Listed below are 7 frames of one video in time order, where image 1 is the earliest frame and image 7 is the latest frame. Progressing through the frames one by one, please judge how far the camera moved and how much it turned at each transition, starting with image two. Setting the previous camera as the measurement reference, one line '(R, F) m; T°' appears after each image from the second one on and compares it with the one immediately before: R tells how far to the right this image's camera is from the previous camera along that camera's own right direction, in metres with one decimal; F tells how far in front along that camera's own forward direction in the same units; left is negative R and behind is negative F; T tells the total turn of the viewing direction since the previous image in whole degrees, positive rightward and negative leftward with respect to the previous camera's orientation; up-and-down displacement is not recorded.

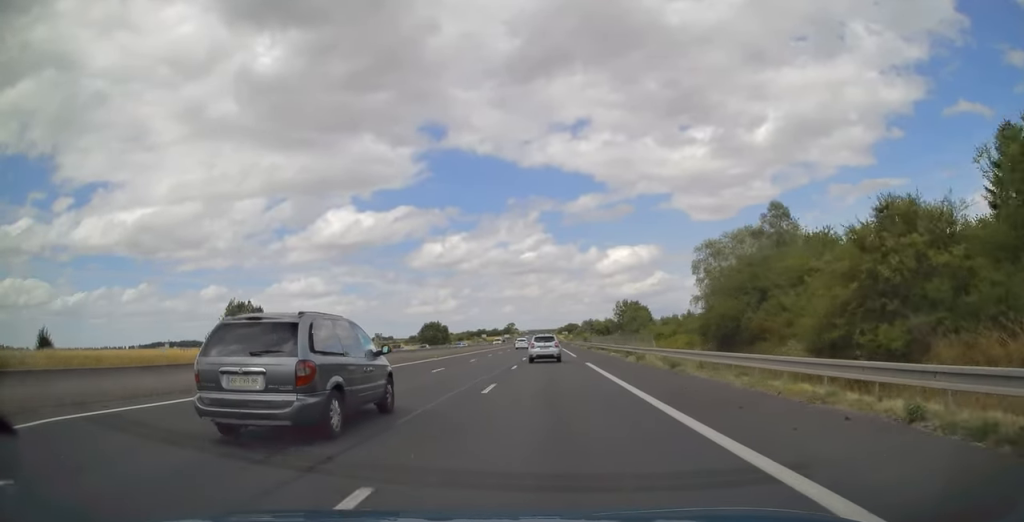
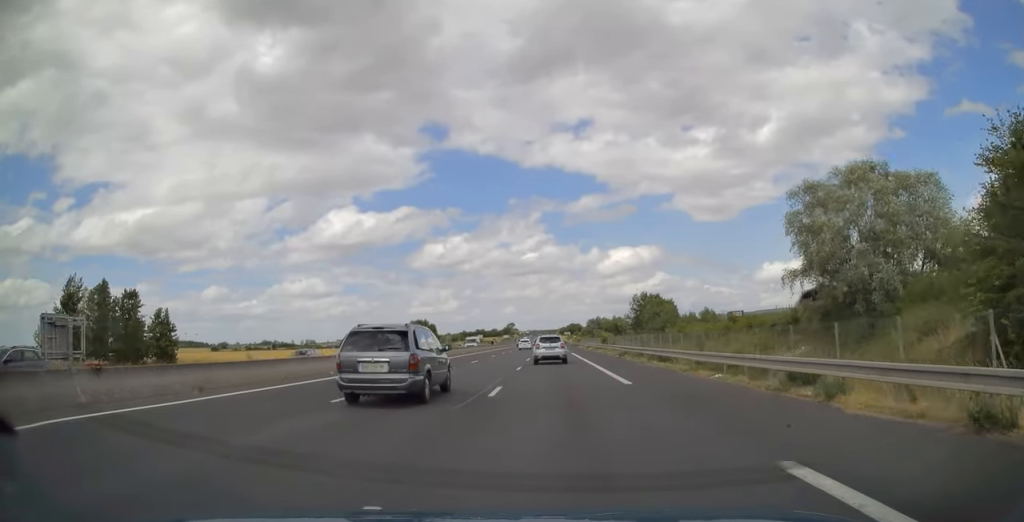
(-0.1, +26.6) m; 0°
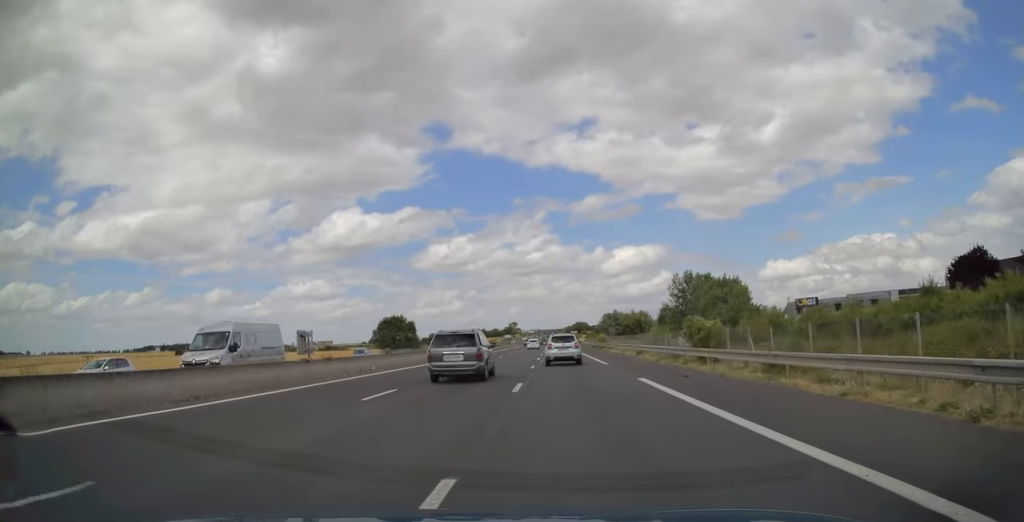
(0.0, +38.1) m; 0°
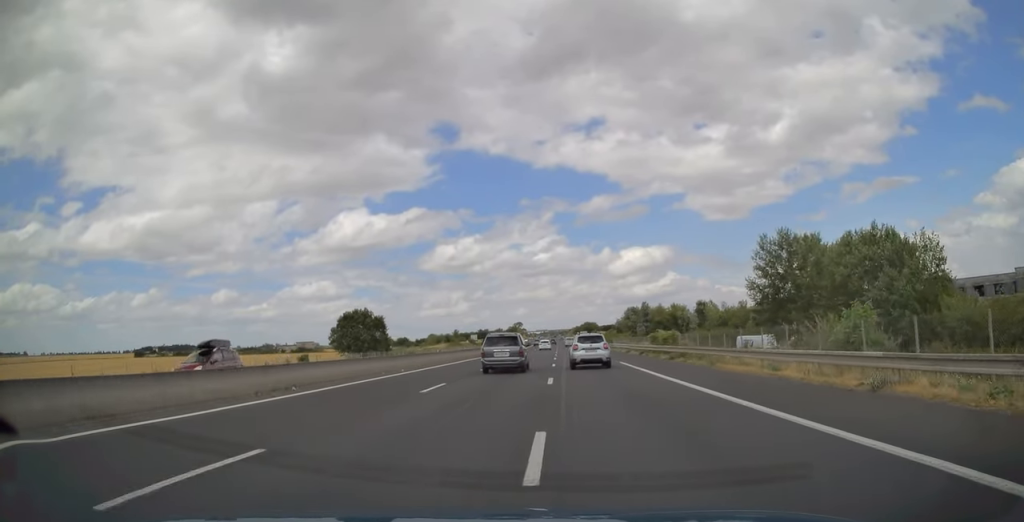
(-0.2, +36.1) m; 0°
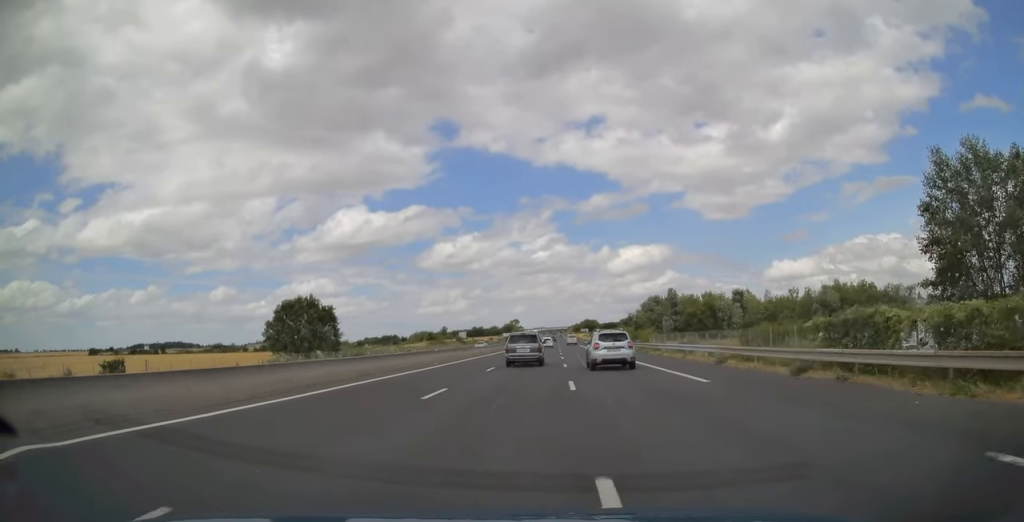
(0.0, +28.8) m; 0°
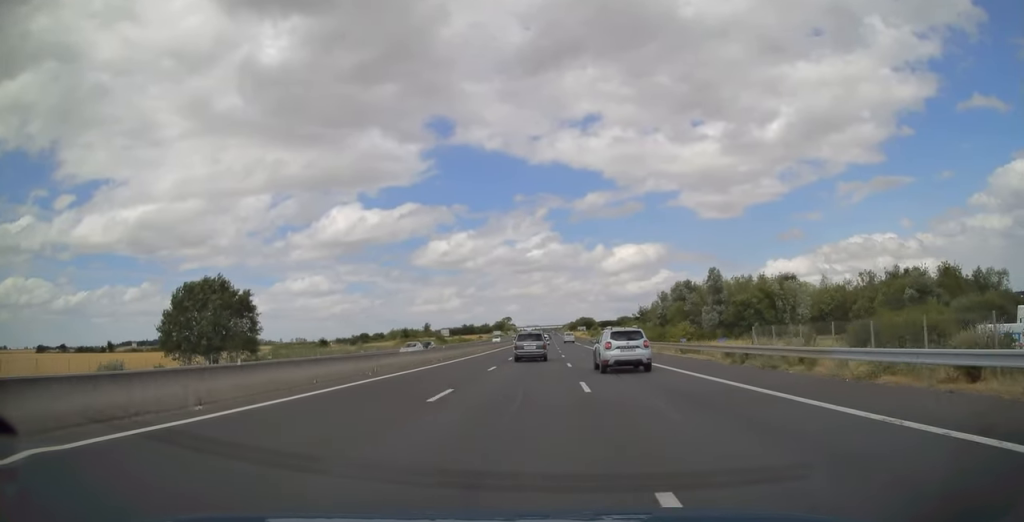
(0.0, +26.7) m; 0°
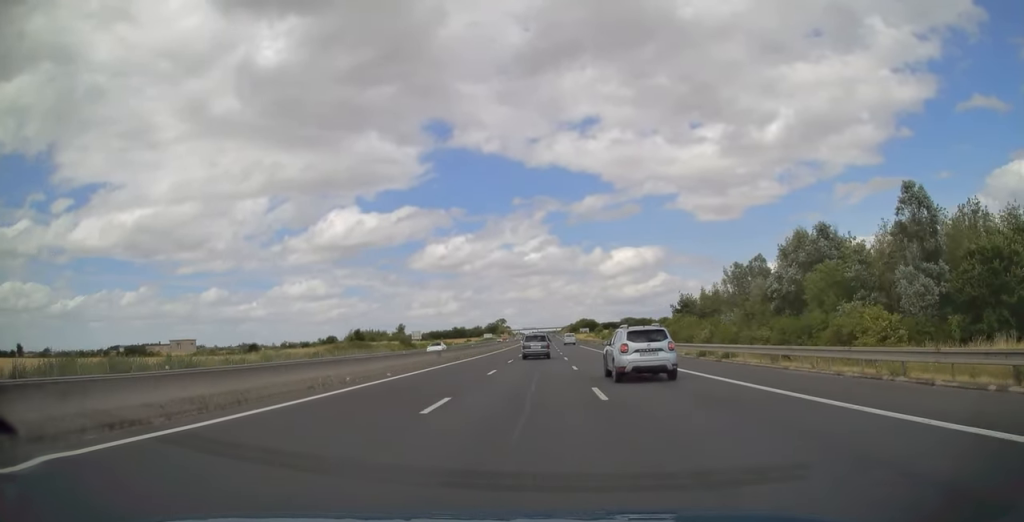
(+0.2, +40.6) m; 0°
